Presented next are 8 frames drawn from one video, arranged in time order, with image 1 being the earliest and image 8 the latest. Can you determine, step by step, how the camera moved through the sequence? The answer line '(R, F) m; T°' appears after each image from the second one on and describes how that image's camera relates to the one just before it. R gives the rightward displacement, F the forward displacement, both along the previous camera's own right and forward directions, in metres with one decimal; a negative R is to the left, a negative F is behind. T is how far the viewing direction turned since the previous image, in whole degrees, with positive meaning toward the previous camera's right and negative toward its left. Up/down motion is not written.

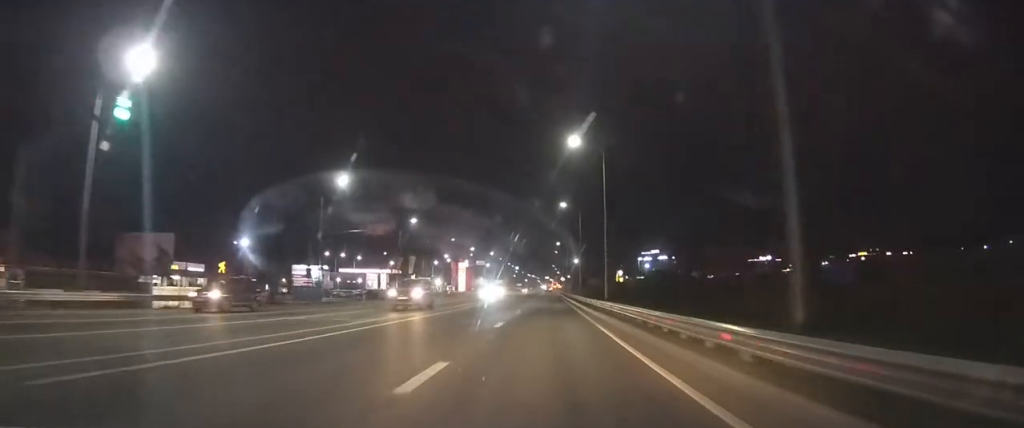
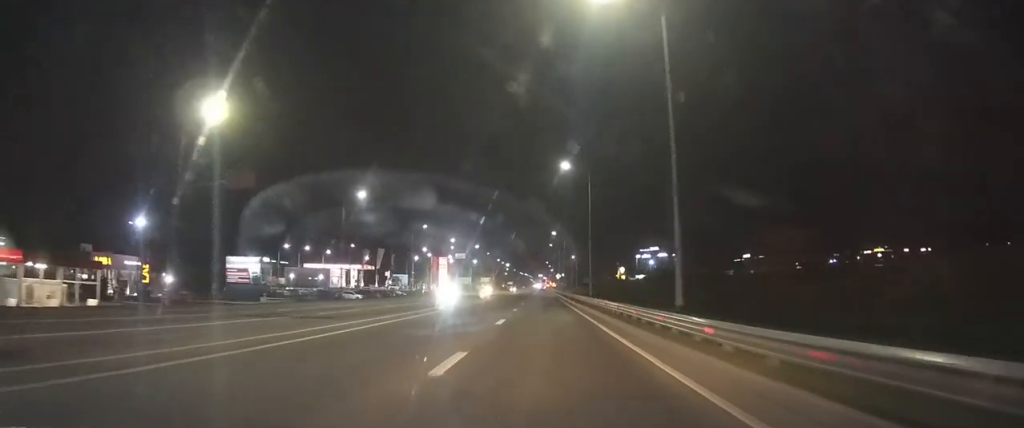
(+0.3, +22.8) m; +1°
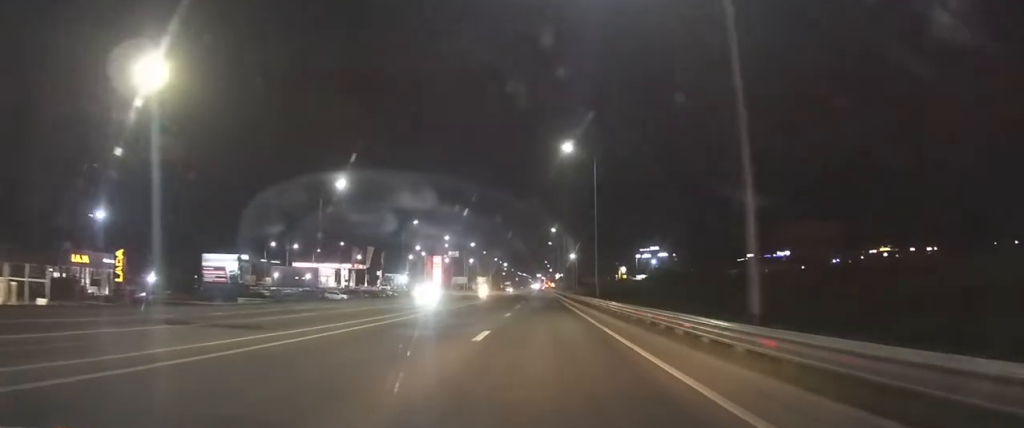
(0.0, +6.5) m; 0°
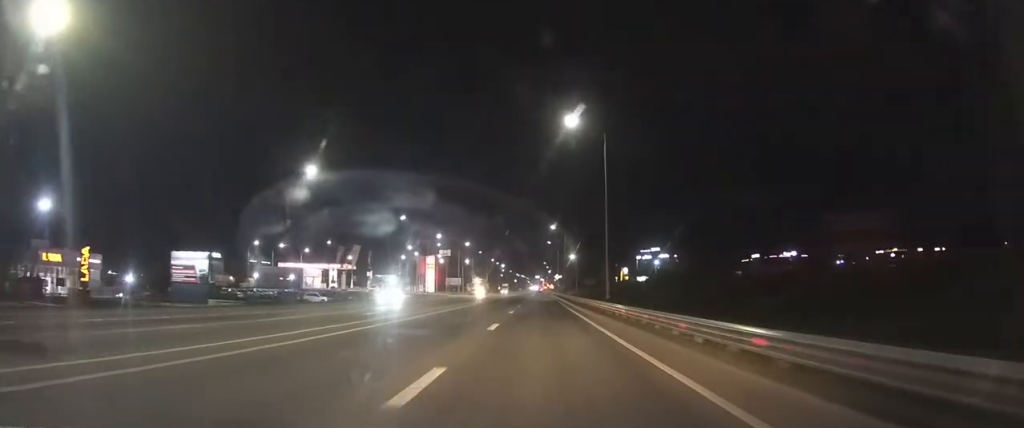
(0.0, +7.6) m; 0°
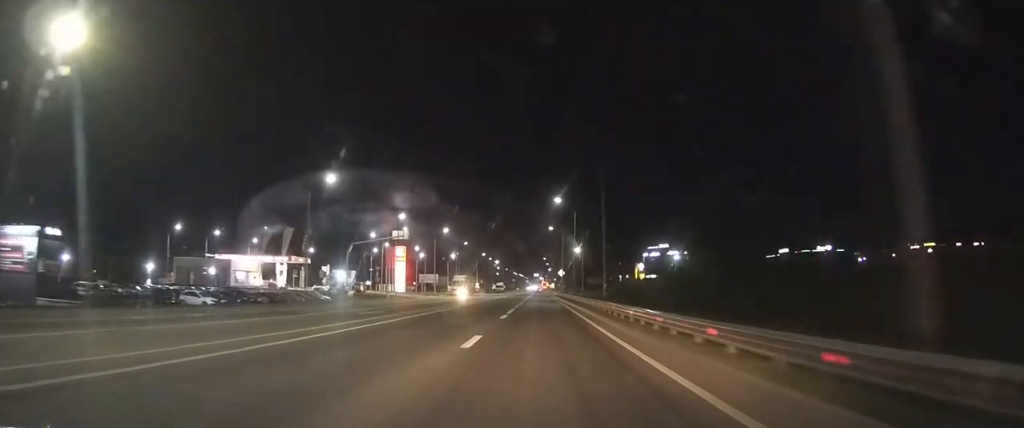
(+0.1, +29.5) m; 0°
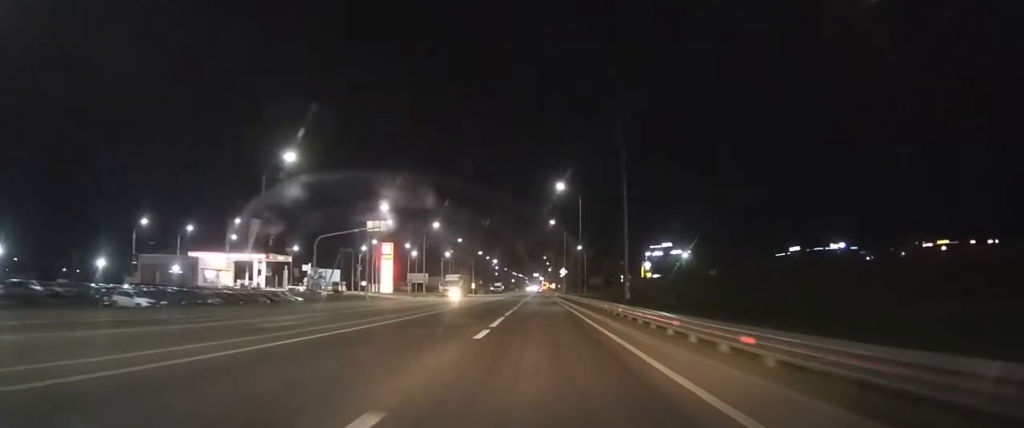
(-0.1, +9.5) m; 0°
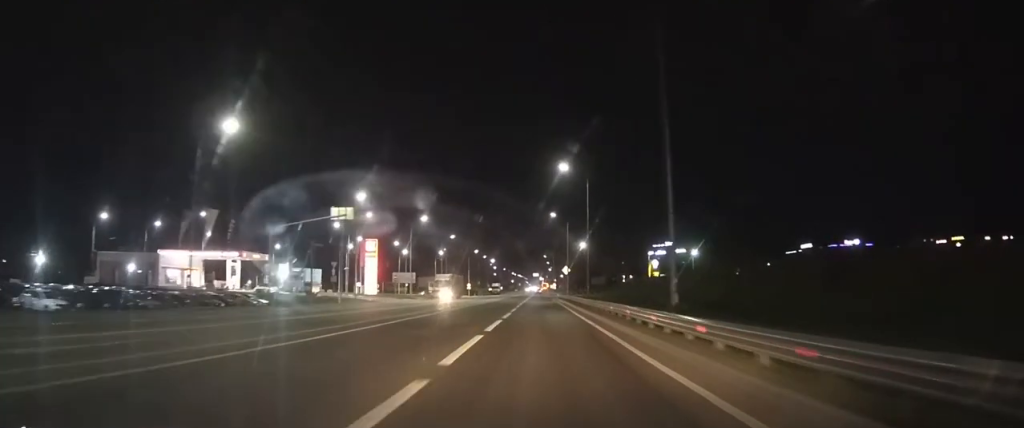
(0.0, +9.6) m; 0°
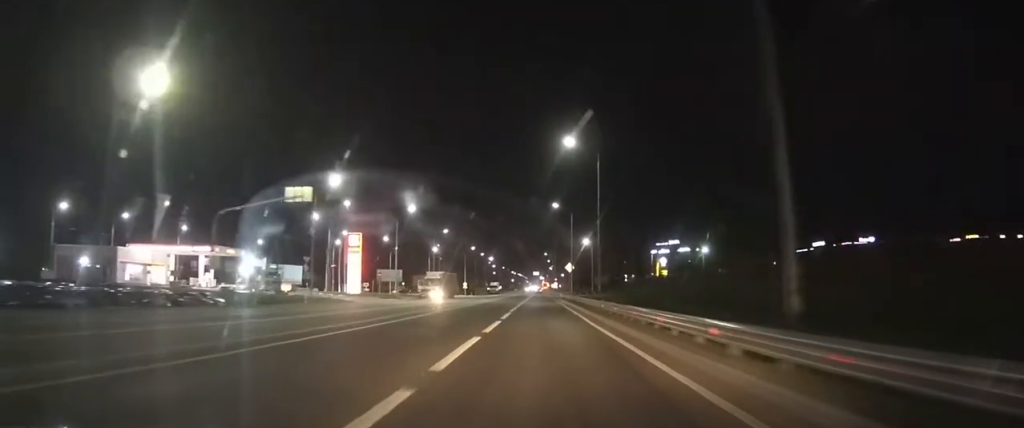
(0.0, +8.6) m; 0°
